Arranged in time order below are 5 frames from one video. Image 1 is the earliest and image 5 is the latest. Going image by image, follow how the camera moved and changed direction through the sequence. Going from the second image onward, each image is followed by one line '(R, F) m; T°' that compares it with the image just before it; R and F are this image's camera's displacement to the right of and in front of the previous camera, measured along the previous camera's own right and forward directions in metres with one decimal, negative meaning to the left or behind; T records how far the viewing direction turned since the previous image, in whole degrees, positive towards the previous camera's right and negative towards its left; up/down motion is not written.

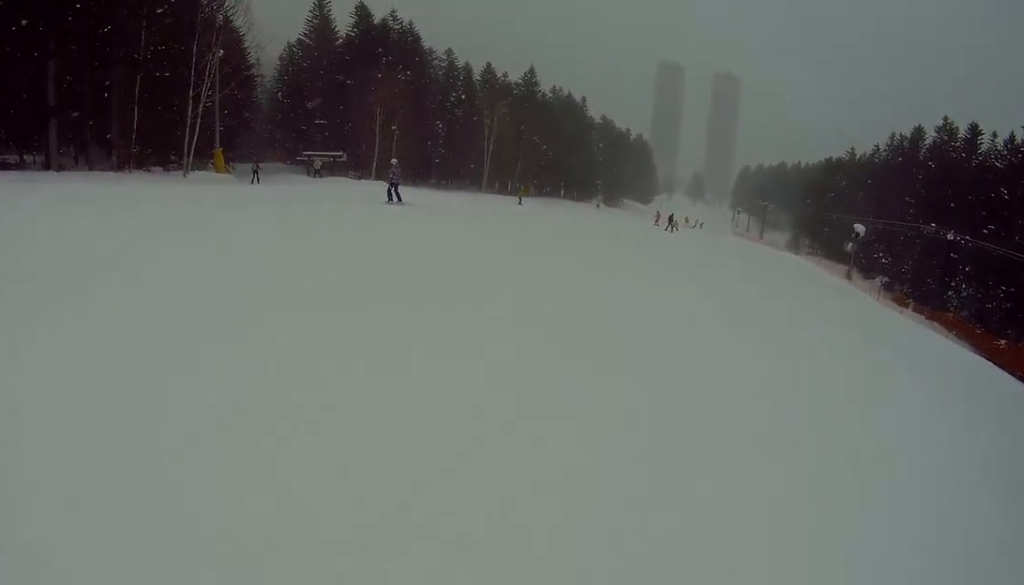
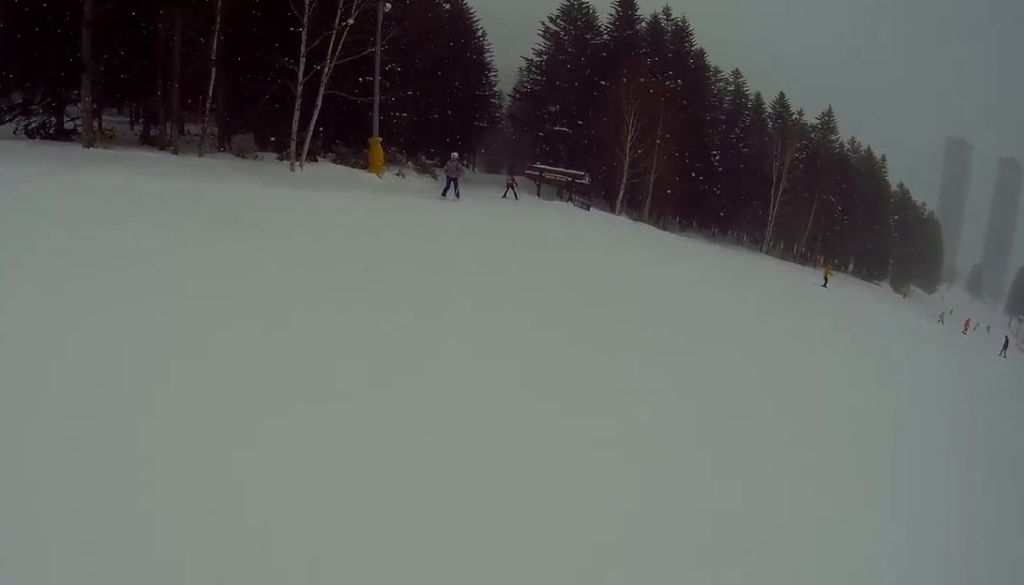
(-6.7, +11.7) m; -54°
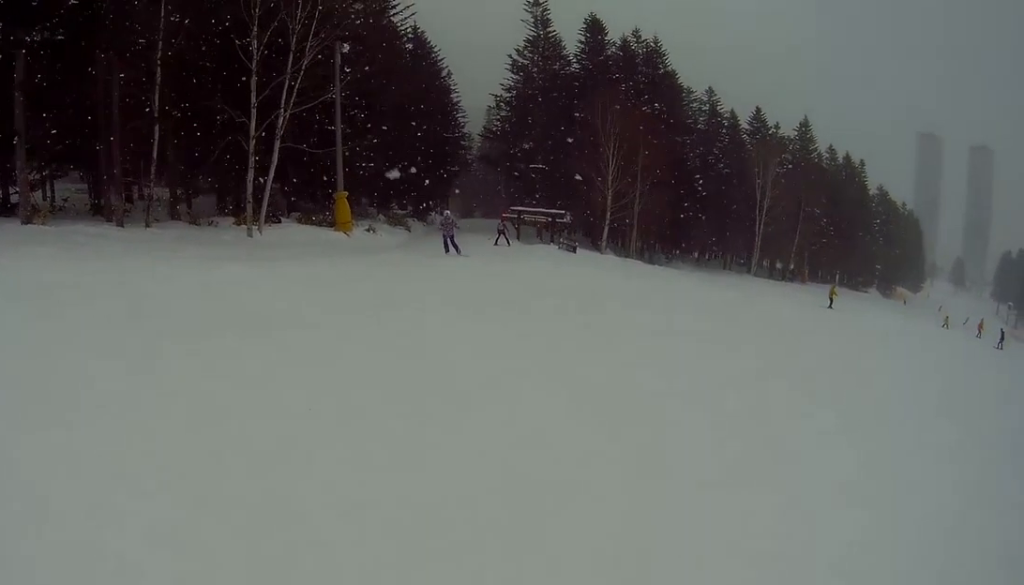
(-0.5, +2.5) m; -1°
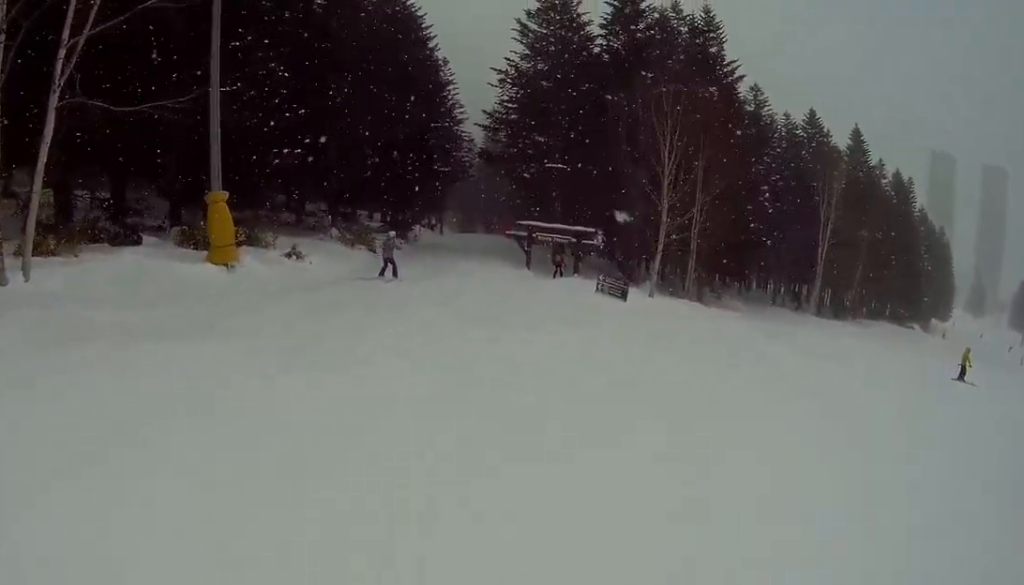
(+1.6, +12.2) m; +8°
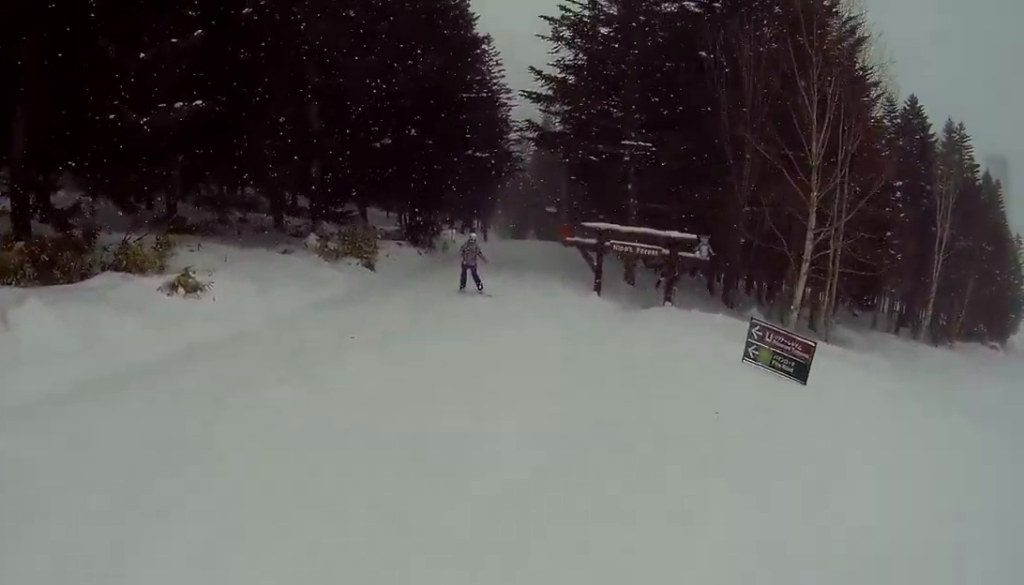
(-1.3, +8.8) m; -31°
